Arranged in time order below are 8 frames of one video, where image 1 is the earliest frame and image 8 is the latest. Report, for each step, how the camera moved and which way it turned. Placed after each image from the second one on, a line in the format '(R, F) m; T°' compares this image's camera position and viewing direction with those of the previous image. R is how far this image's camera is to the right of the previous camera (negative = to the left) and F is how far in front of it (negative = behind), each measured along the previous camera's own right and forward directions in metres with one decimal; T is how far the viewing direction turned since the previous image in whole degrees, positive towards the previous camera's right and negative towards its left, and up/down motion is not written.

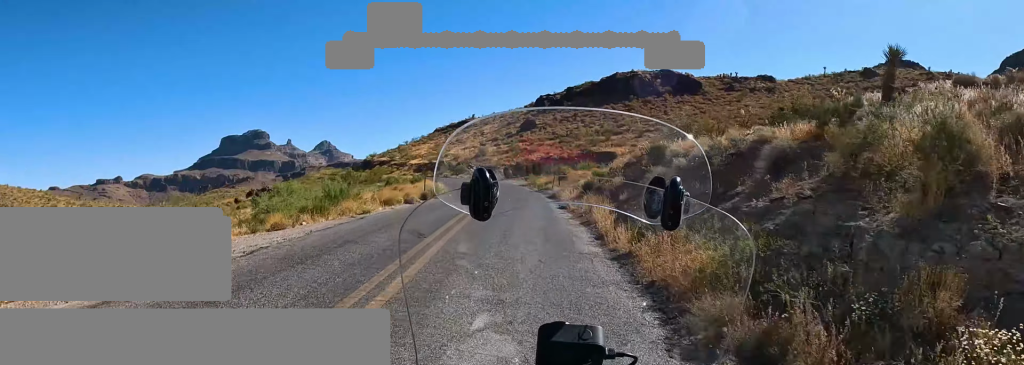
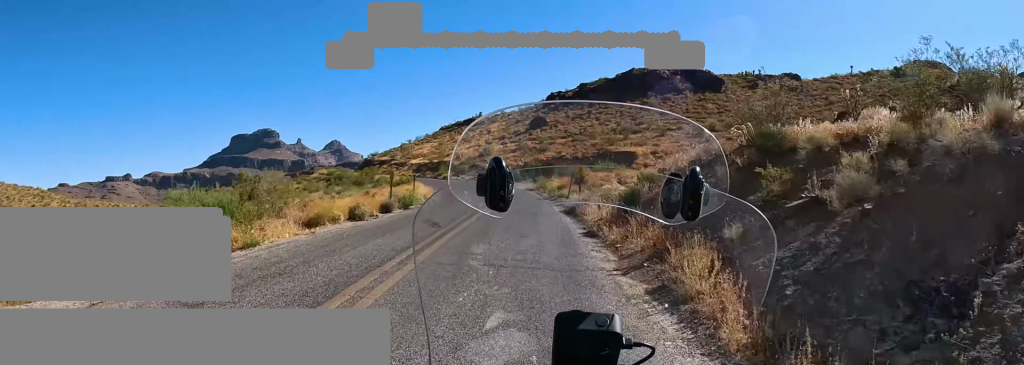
(+0.2, +8.0) m; -2°
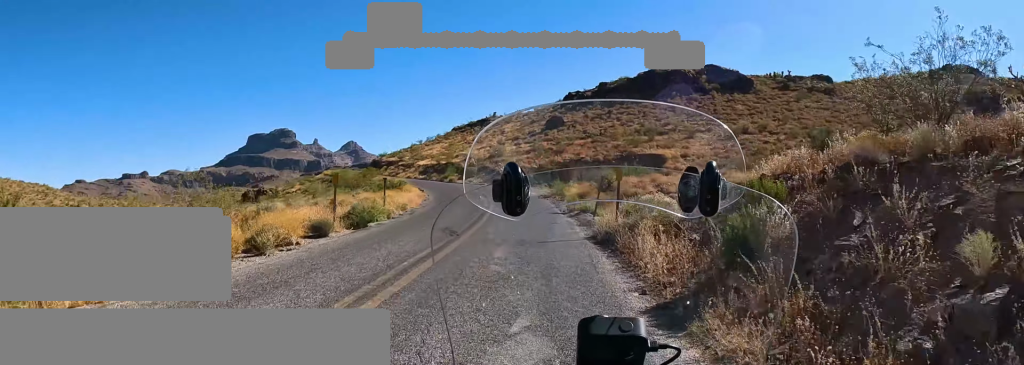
(-0.2, +6.8) m; -2°
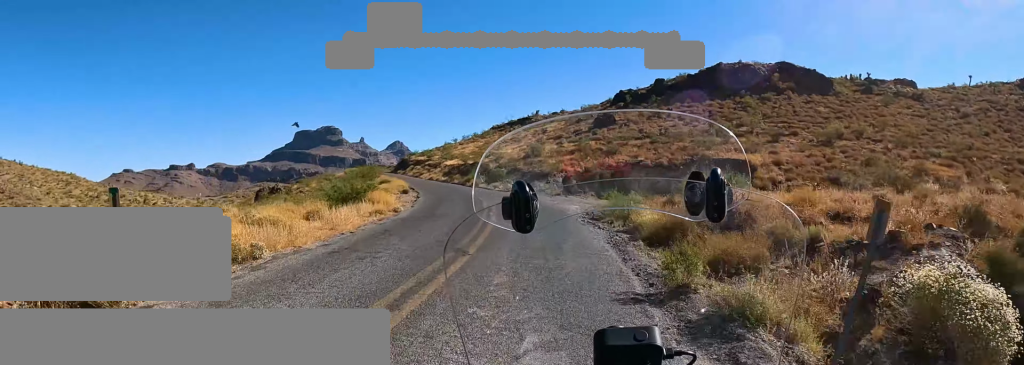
(-0.6, +13.3) m; -2°
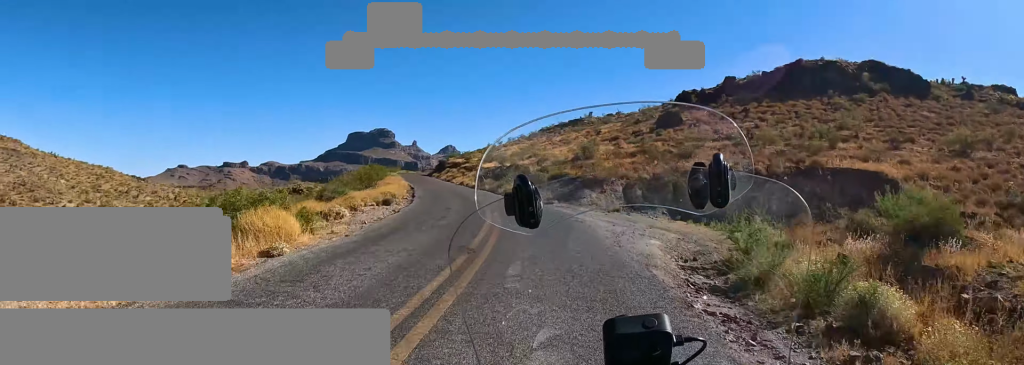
(0.0, +12.1) m; -1°
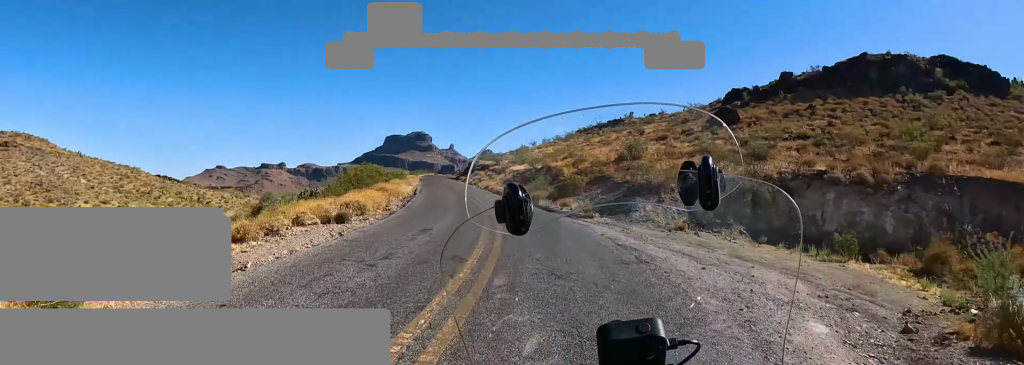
(+0.1, +8.2) m; -7°
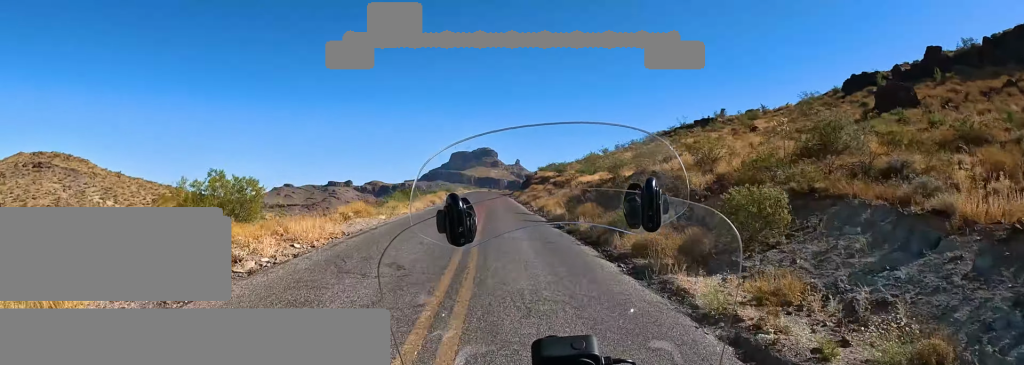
(-3.3, +18.9) m; -15°
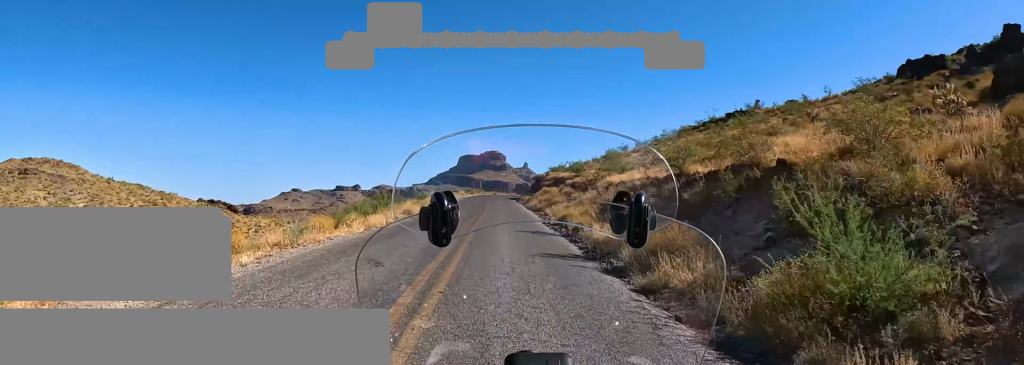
(-0.2, +10.6) m; -2°
